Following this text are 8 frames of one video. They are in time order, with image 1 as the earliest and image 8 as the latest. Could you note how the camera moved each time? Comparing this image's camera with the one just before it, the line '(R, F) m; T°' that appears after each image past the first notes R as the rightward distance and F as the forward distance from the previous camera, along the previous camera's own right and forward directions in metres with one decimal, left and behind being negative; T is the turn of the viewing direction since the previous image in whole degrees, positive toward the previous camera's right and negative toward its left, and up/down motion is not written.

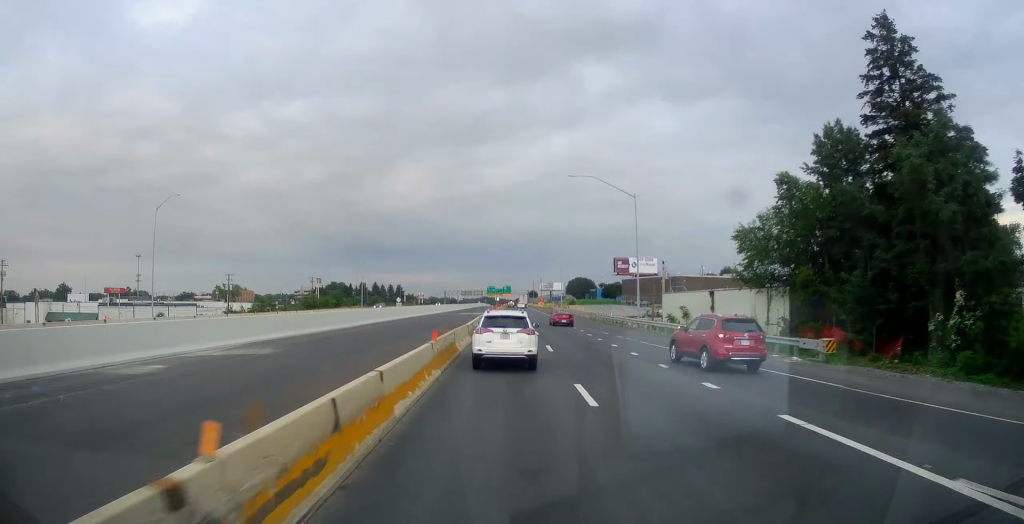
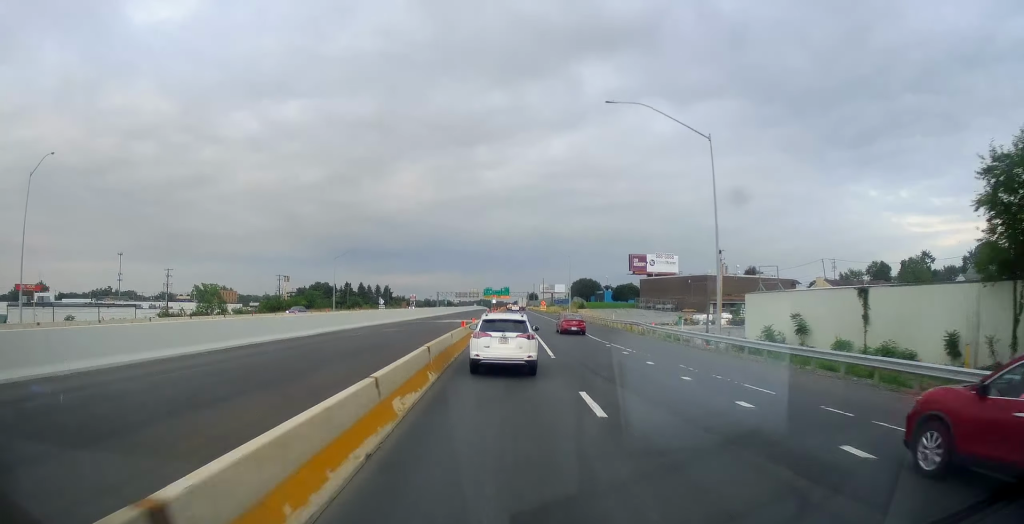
(-0.3, +24.9) m; -1°
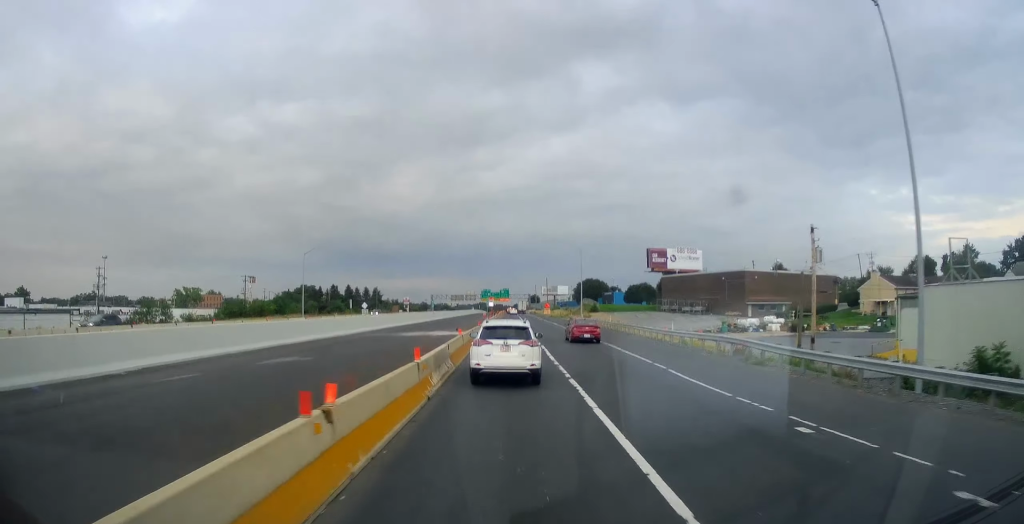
(0.0, +20.8) m; +1°
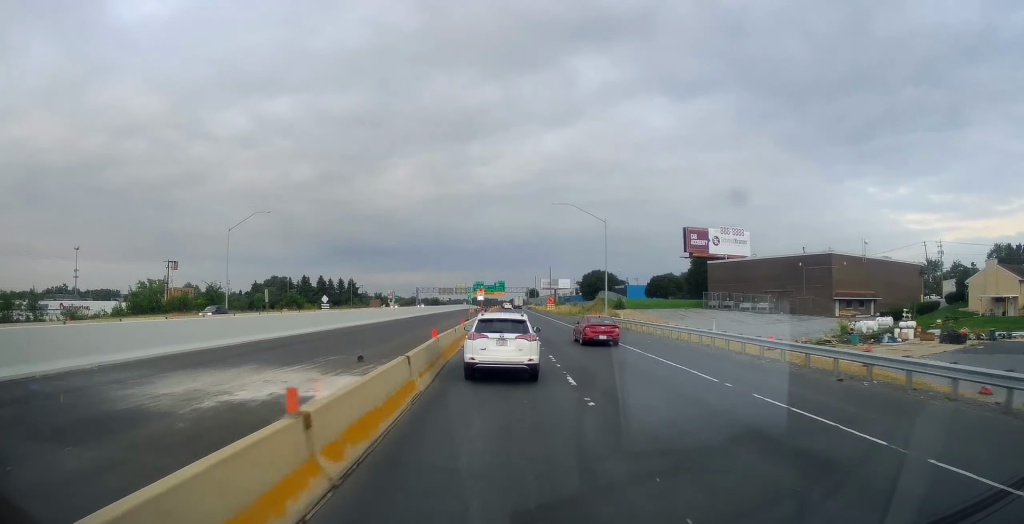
(+0.3, +31.7) m; 0°
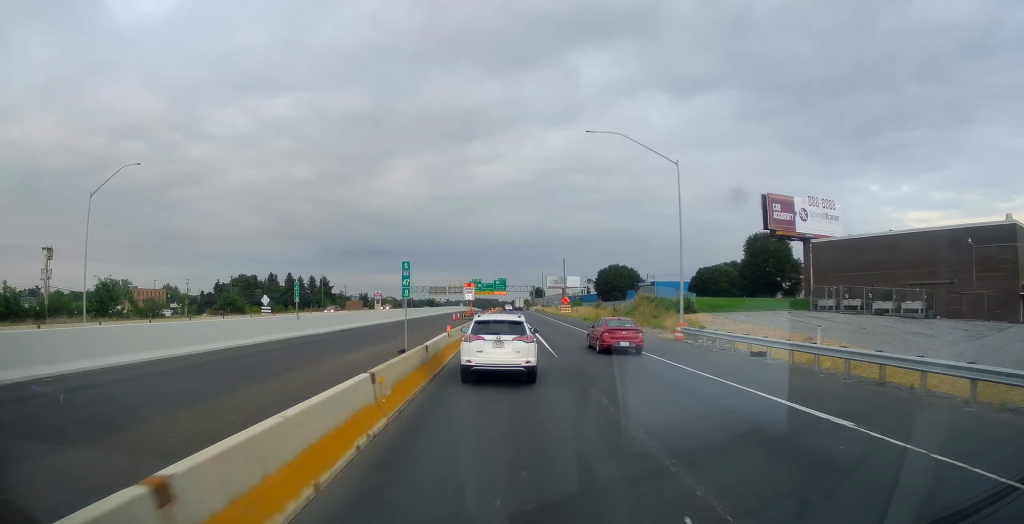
(-0.1, +33.4) m; 0°
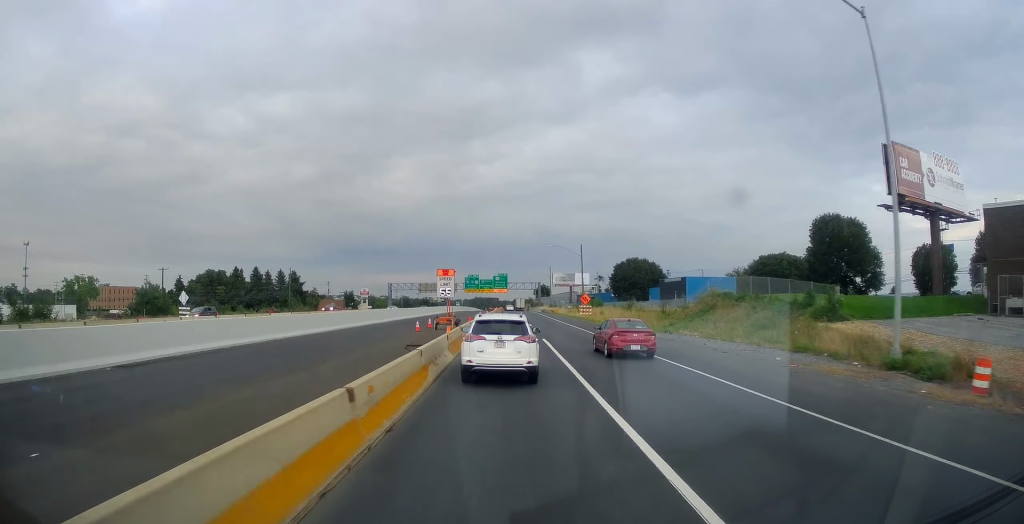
(+0.1, +26.0) m; +1°
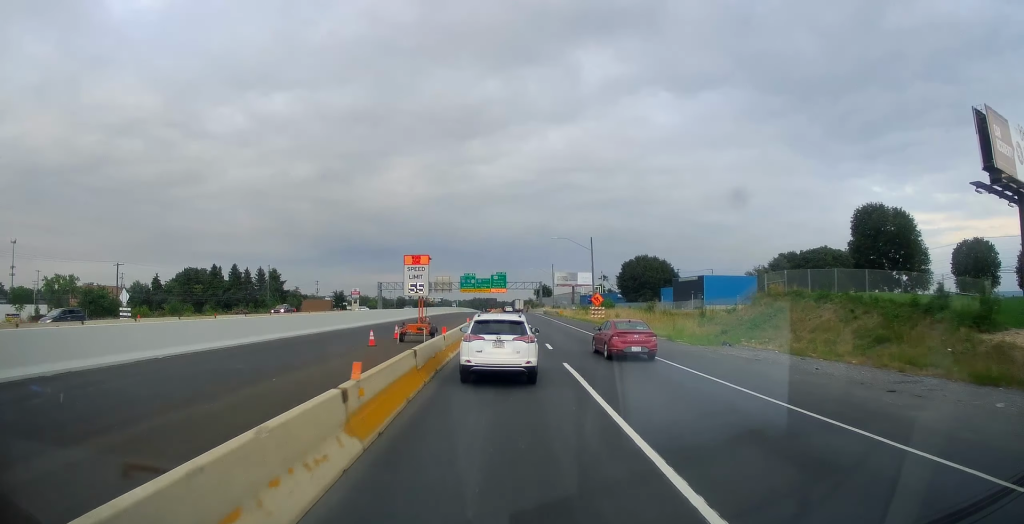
(+0.3, +12.2) m; 0°
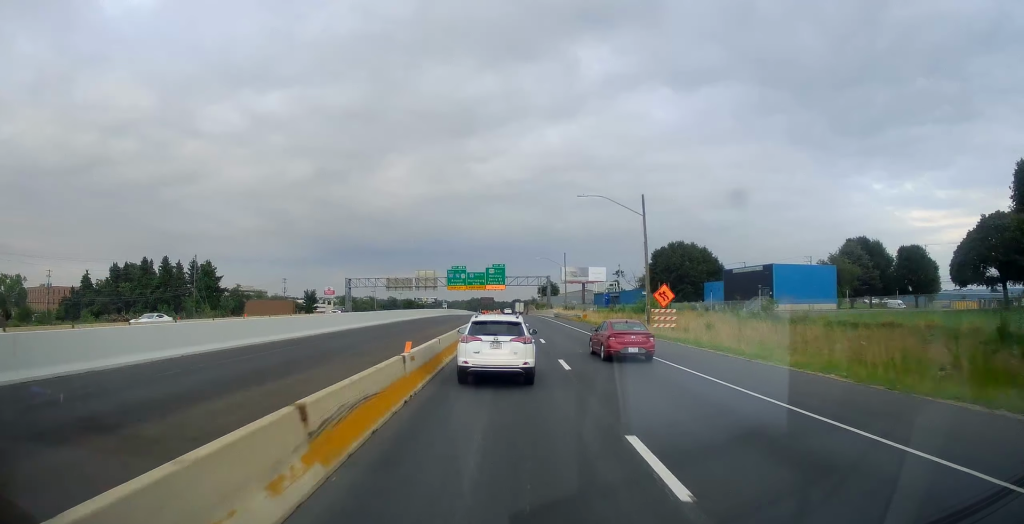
(-0.5, +31.4) m; -1°
